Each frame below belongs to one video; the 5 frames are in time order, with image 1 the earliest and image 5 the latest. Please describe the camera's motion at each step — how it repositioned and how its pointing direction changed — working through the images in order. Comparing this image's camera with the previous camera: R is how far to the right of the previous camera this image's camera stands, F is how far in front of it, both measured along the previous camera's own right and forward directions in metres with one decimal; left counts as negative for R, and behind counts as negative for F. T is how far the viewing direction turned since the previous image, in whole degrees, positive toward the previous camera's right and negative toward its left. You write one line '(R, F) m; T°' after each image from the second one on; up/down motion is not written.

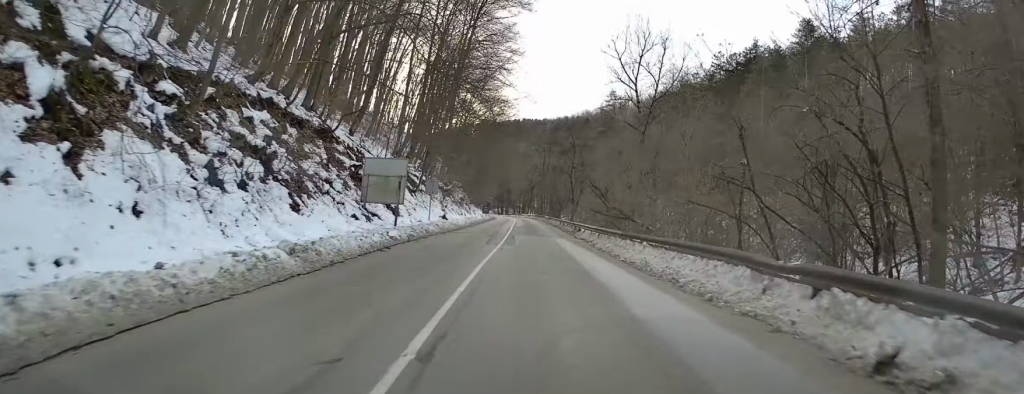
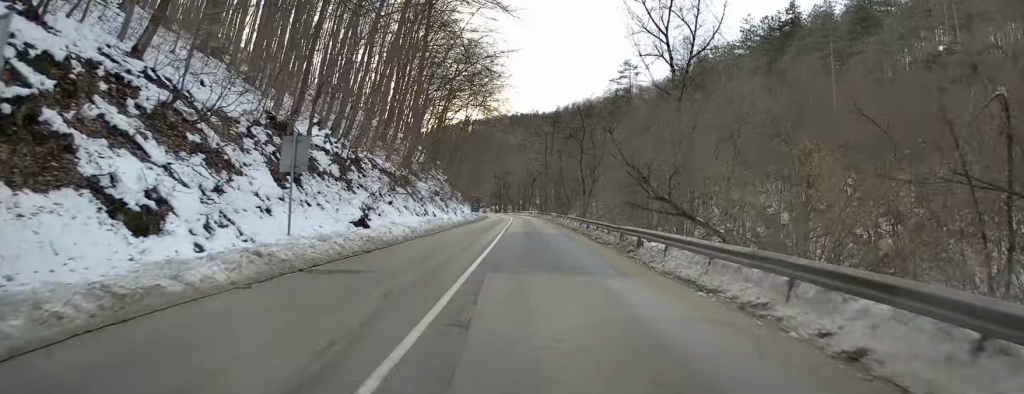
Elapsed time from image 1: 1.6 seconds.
(+0.6, +22.4) m; +2°
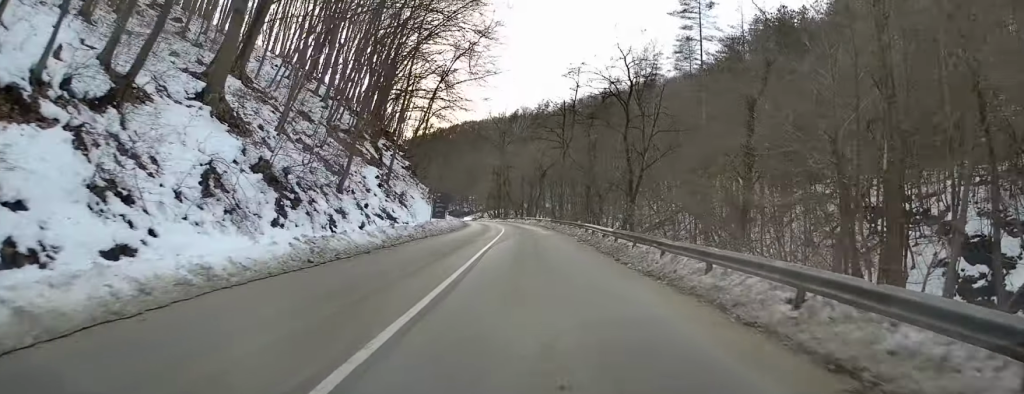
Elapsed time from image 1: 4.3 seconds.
(0.0, +38.4) m; -1°
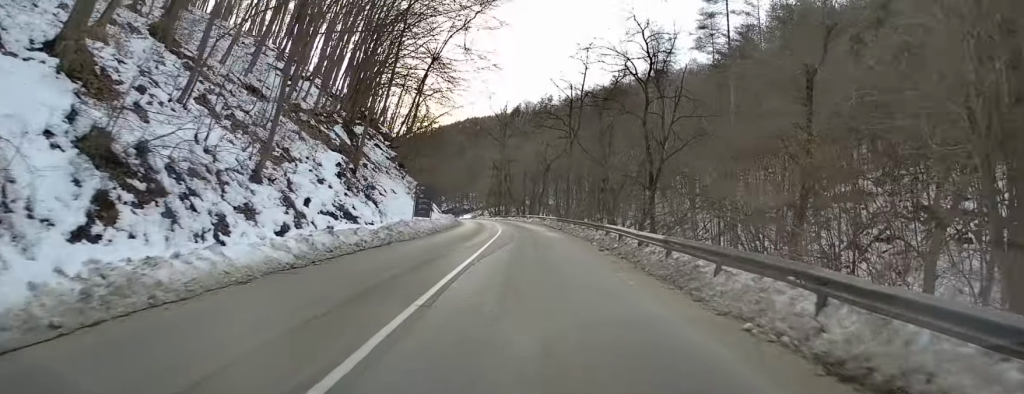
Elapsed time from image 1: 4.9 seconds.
(-0.4, +8.1) m; -1°
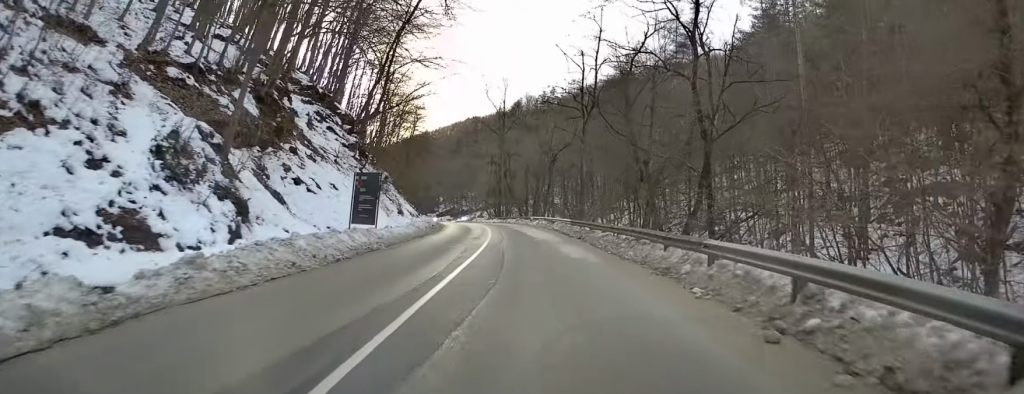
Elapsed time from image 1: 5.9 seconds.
(+0.4, +14.2) m; 0°
